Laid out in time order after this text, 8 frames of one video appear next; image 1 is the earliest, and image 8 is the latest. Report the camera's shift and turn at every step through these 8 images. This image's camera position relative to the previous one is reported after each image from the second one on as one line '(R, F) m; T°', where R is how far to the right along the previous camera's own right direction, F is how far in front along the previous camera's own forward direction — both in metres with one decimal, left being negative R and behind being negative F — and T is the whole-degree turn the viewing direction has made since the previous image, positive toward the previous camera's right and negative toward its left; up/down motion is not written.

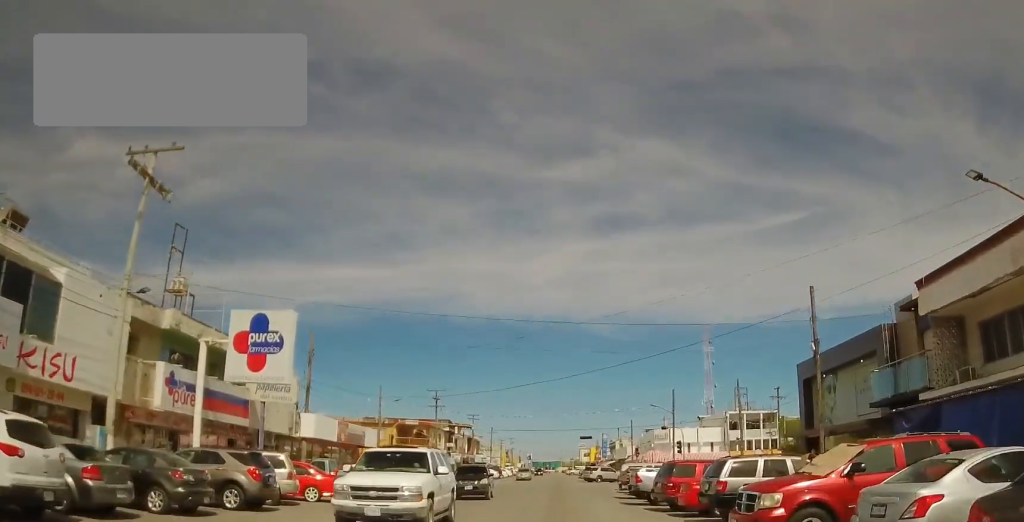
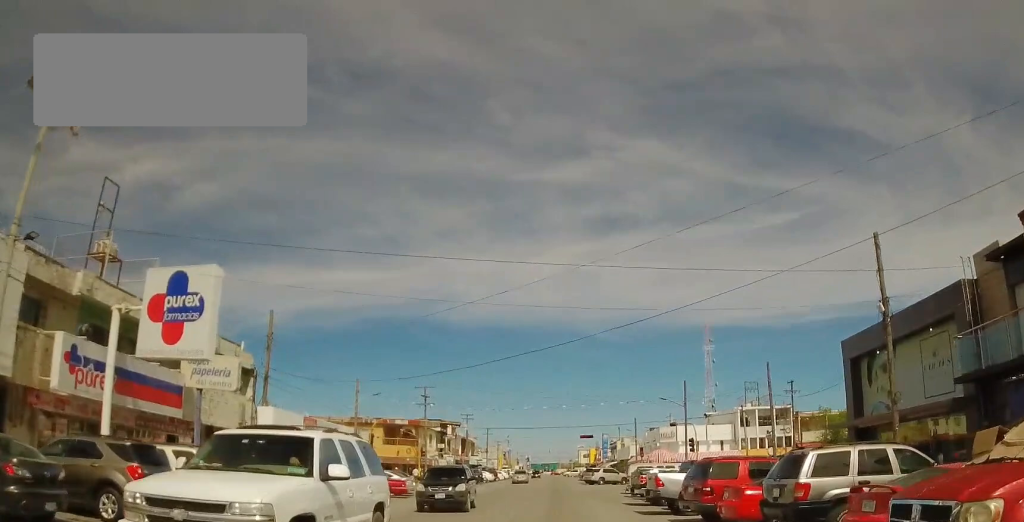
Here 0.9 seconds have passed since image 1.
(+0.2, +4.8) m; +2°
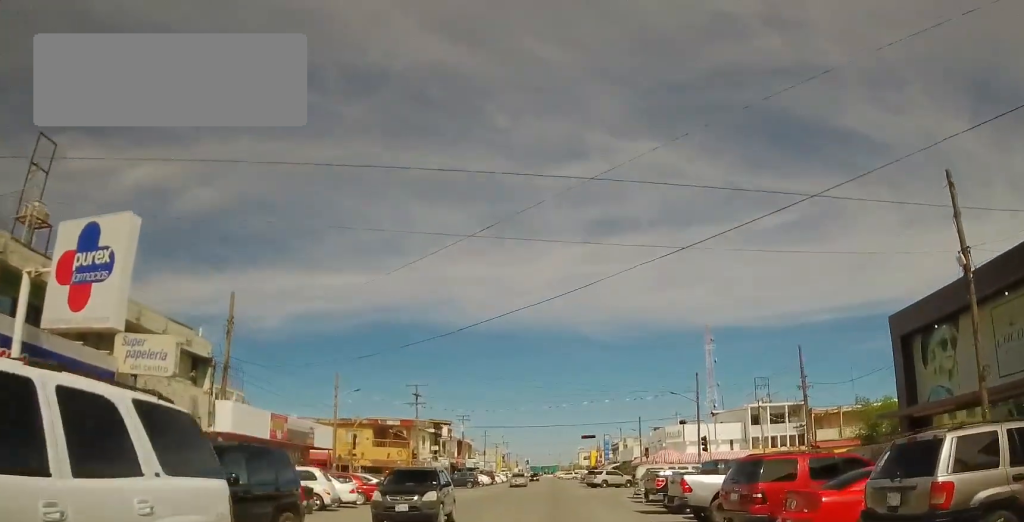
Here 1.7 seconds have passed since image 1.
(0.0, +3.8) m; +1°
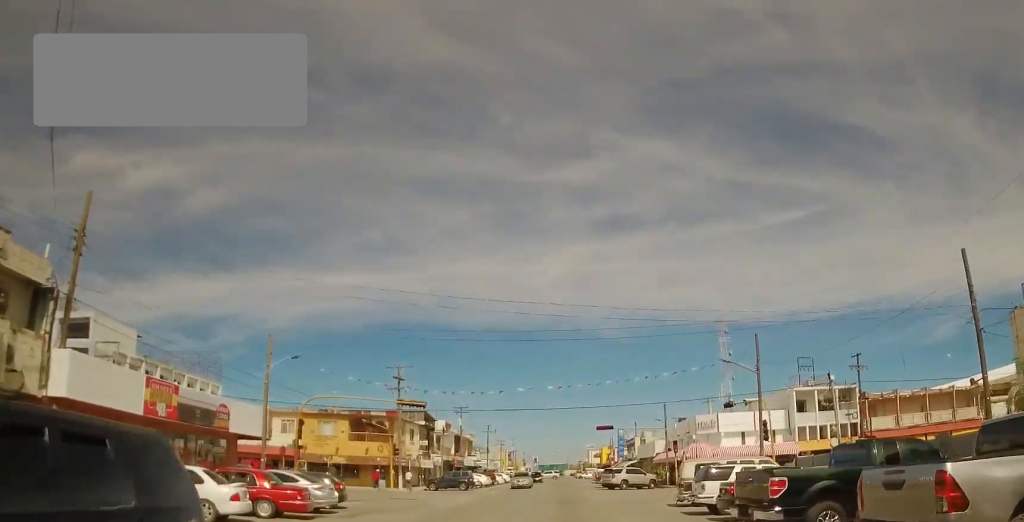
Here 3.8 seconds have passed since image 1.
(0.0, +10.2) m; 0°
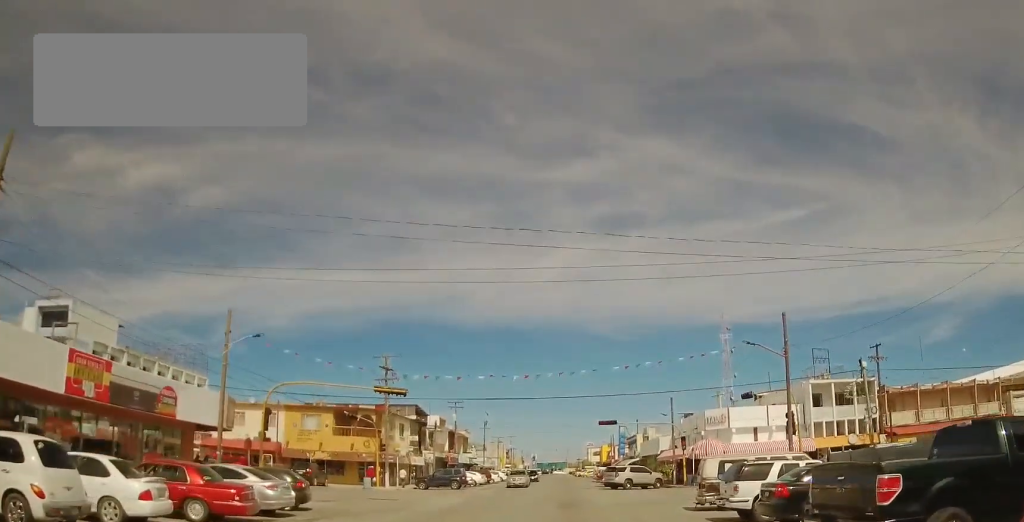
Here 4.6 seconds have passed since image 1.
(0.0, +3.8) m; 0°
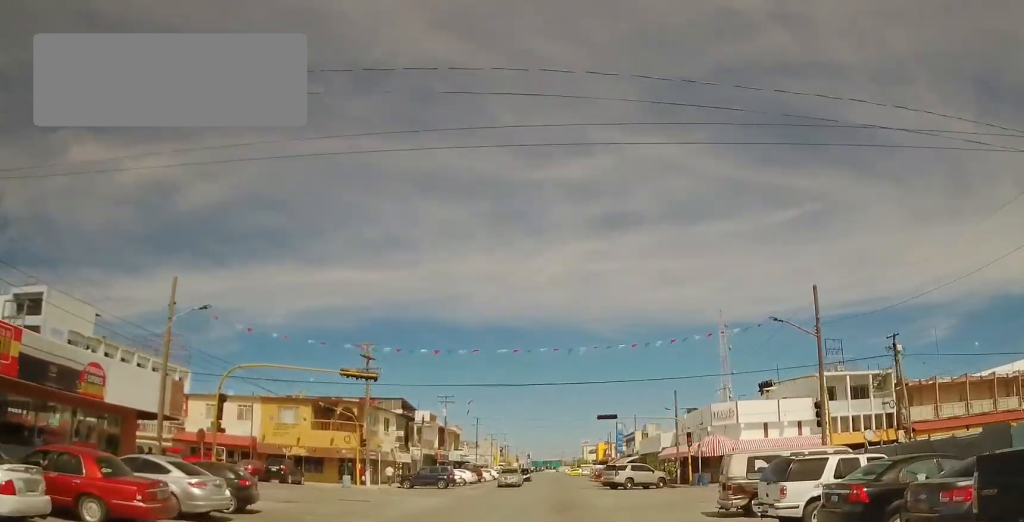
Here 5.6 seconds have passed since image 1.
(0.0, +3.7) m; 0°
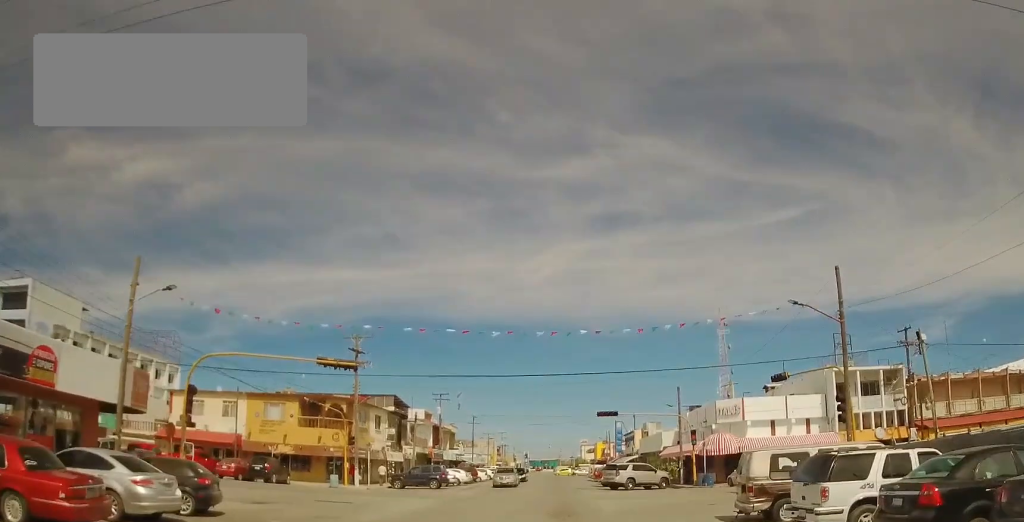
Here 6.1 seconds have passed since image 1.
(0.0, +2.1) m; 0°
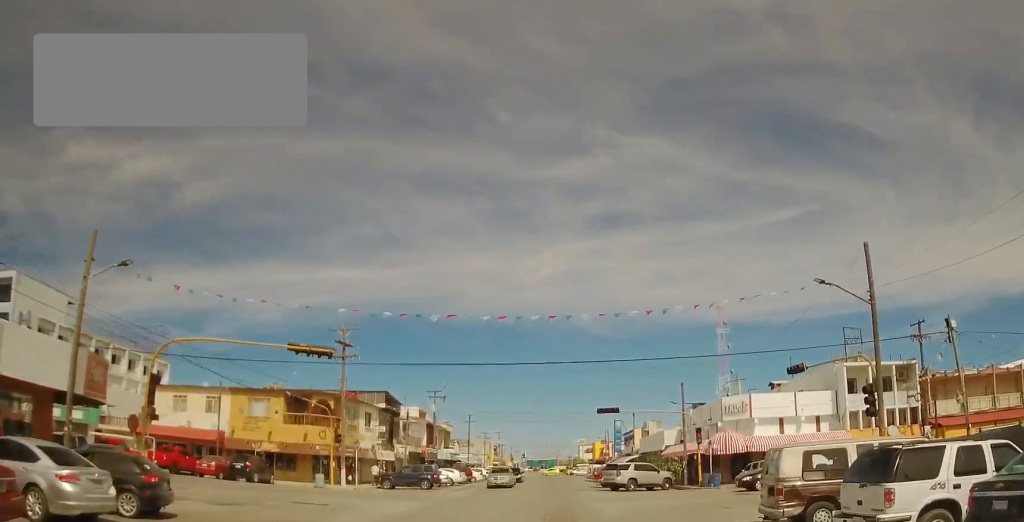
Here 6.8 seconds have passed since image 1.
(0.0, +2.2) m; 0°
